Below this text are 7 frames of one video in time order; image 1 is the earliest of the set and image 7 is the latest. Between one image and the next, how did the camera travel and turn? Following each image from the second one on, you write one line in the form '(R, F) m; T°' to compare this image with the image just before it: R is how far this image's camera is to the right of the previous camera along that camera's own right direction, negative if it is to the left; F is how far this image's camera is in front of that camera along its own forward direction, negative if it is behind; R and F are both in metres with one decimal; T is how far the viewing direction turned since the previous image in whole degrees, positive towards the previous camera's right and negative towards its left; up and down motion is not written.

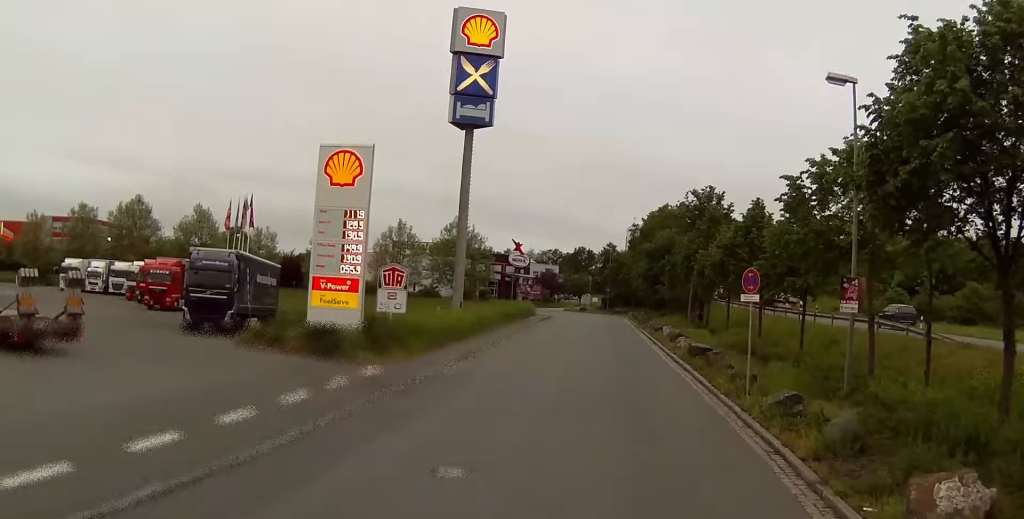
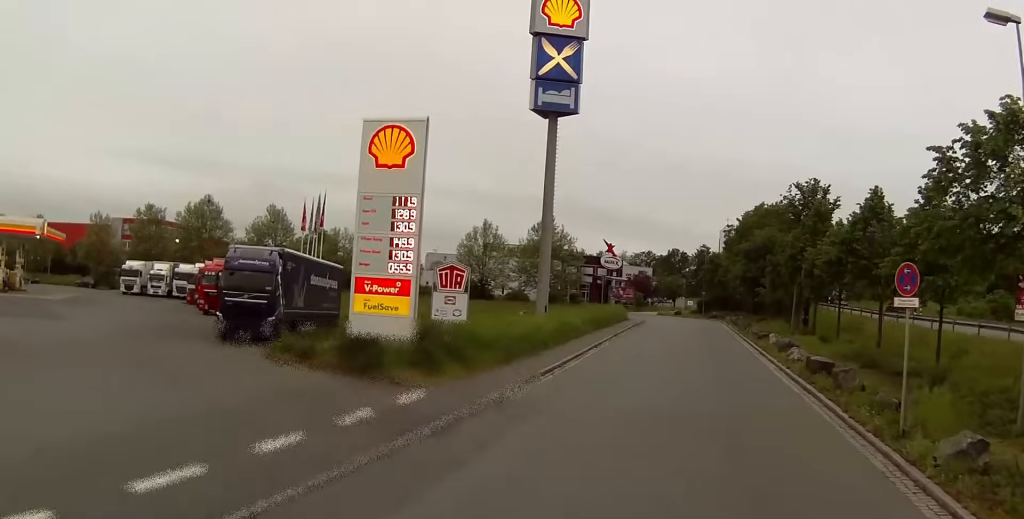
(0.0, +6.3) m; -1°
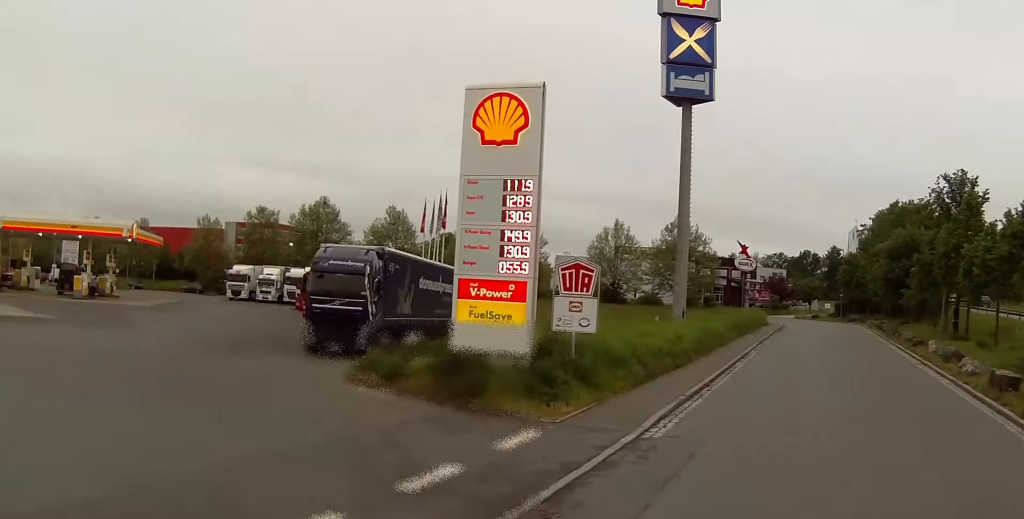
(-0.2, +5.9) m; -10°
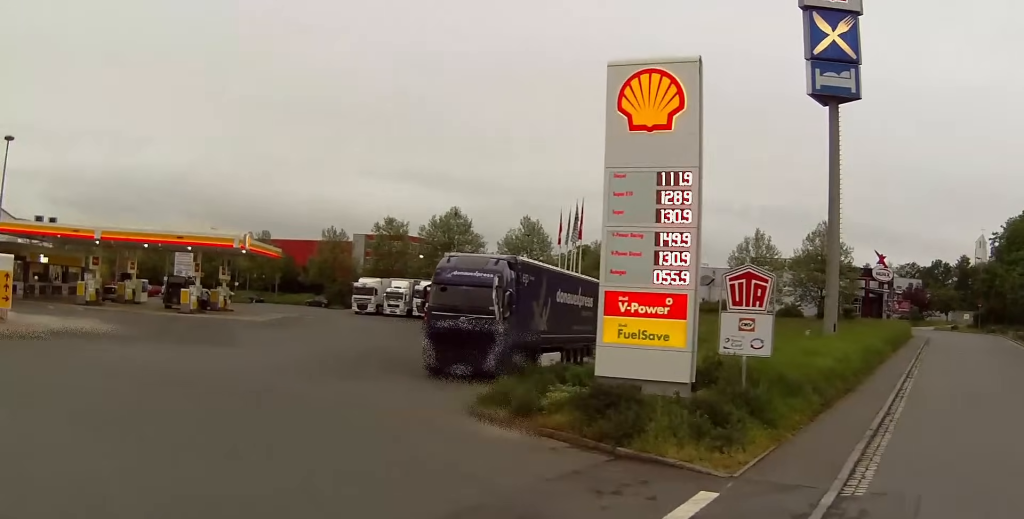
(-0.6, +4.8) m; -12°
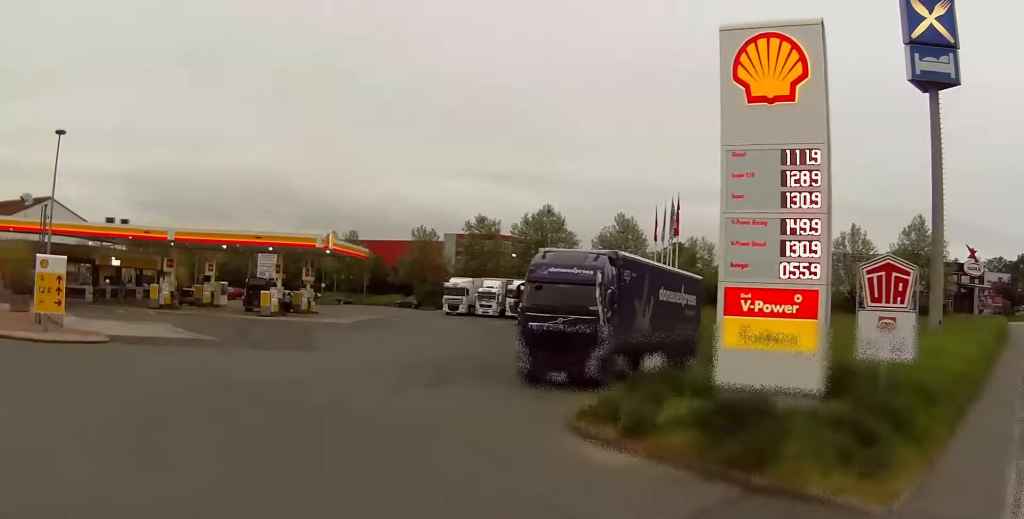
(-0.2, +2.9) m; -8°
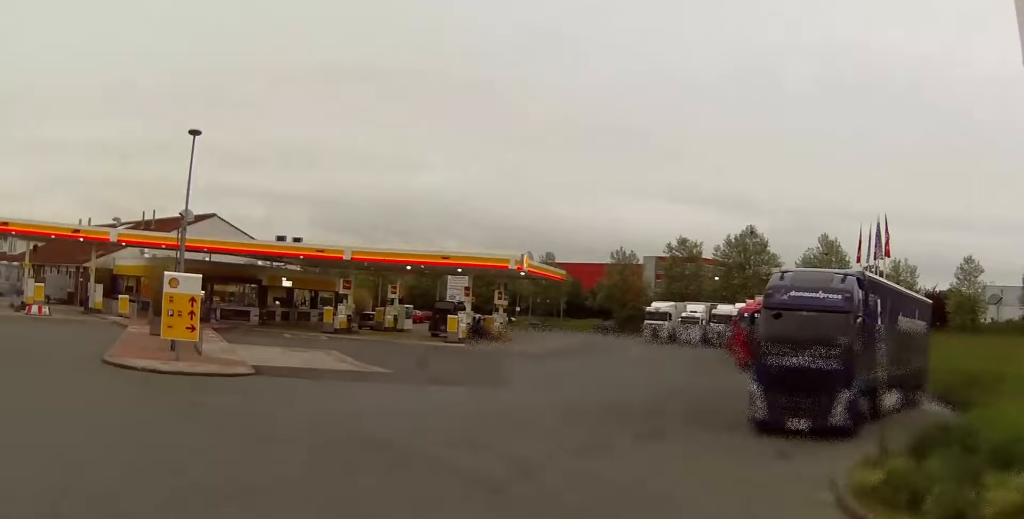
(-0.7, +4.5) m; -18°
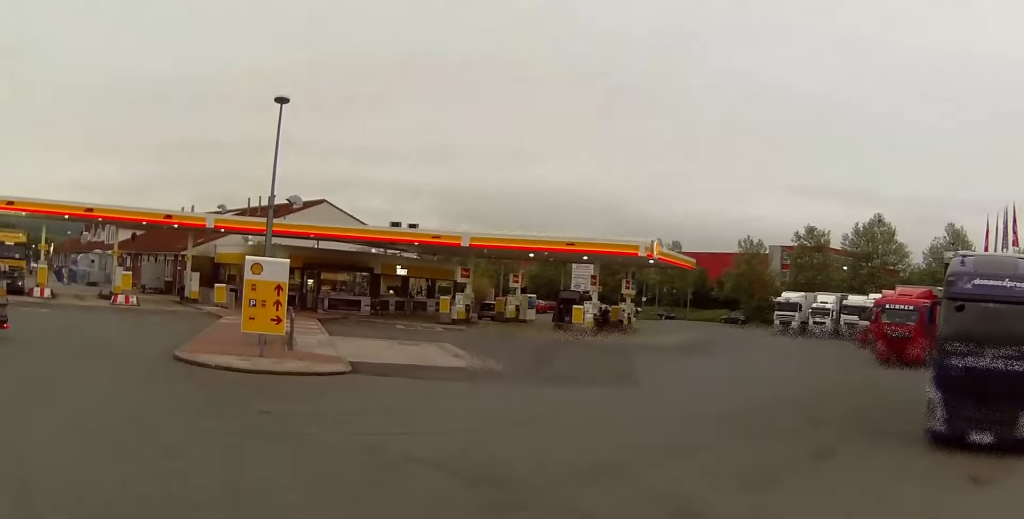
(-0.3, +2.4) m; -9°
